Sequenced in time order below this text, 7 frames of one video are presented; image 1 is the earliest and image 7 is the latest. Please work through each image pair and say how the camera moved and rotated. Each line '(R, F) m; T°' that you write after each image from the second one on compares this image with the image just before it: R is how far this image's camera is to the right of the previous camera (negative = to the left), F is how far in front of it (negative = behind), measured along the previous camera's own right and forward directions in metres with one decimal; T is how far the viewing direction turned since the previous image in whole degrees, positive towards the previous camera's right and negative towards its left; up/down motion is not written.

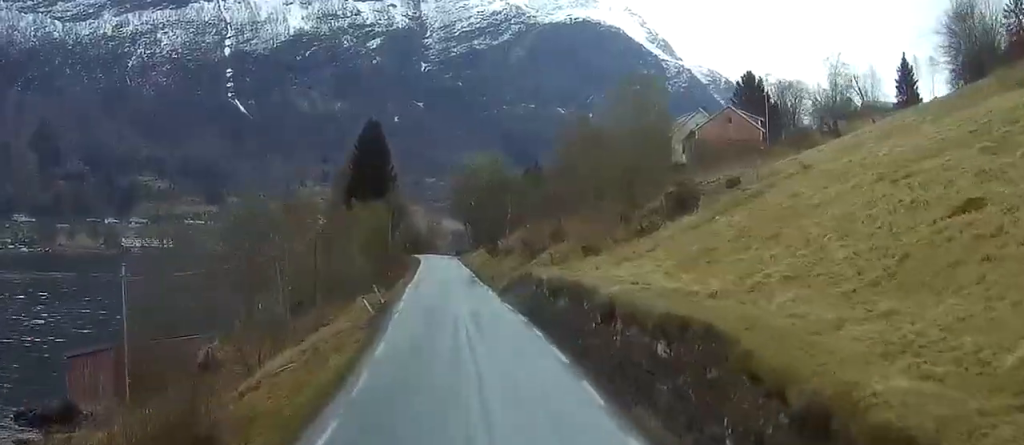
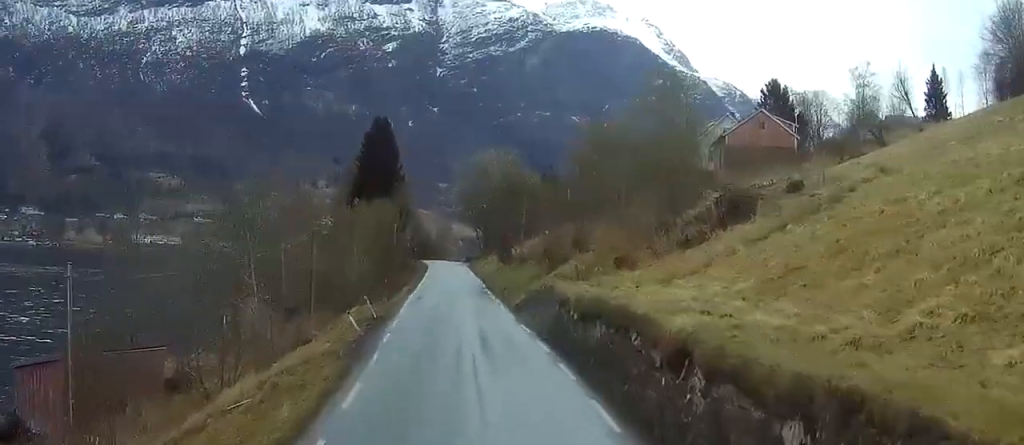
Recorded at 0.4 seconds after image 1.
(-0.1, +7.2) m; 0°
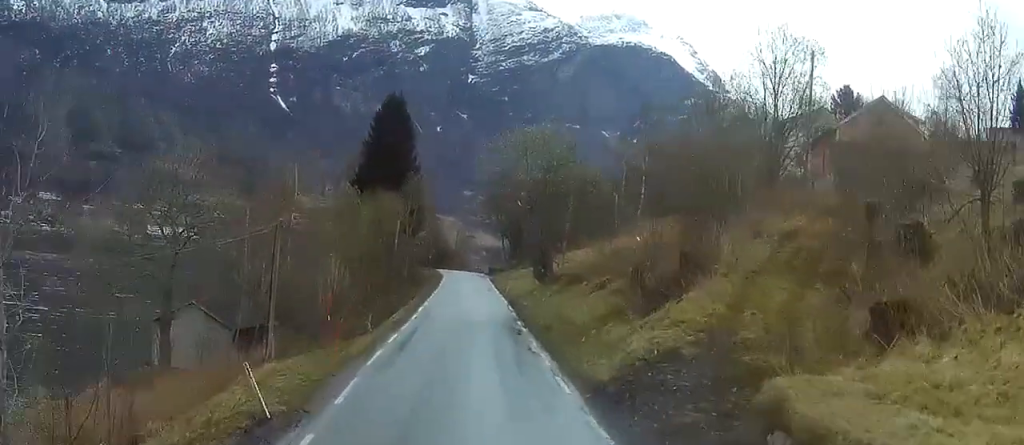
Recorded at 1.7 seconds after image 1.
(-0.1, +23.4) m; 0°
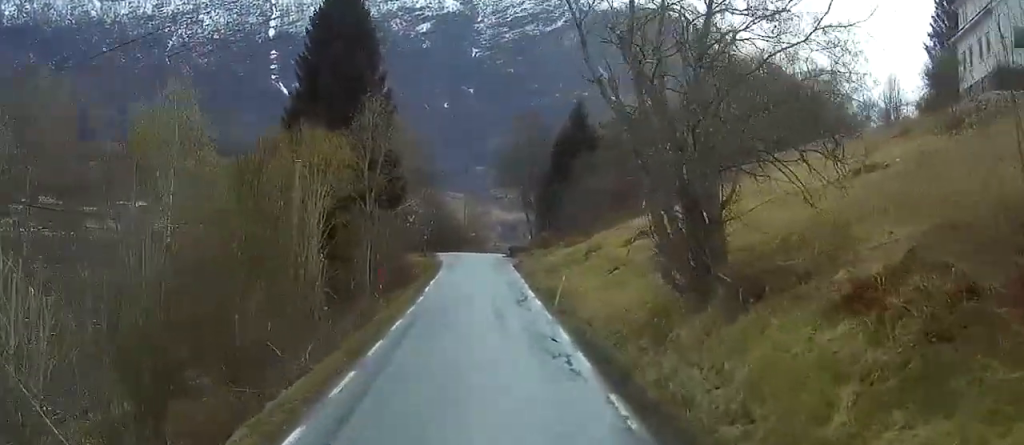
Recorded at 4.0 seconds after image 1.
(-0.2, +40.2) m; 0°
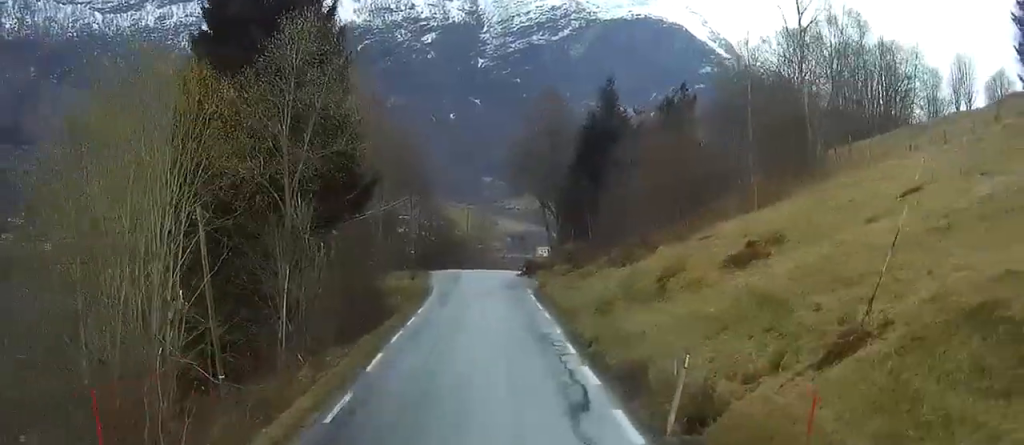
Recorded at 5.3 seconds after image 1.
(0.0, +22.8) m; 0°
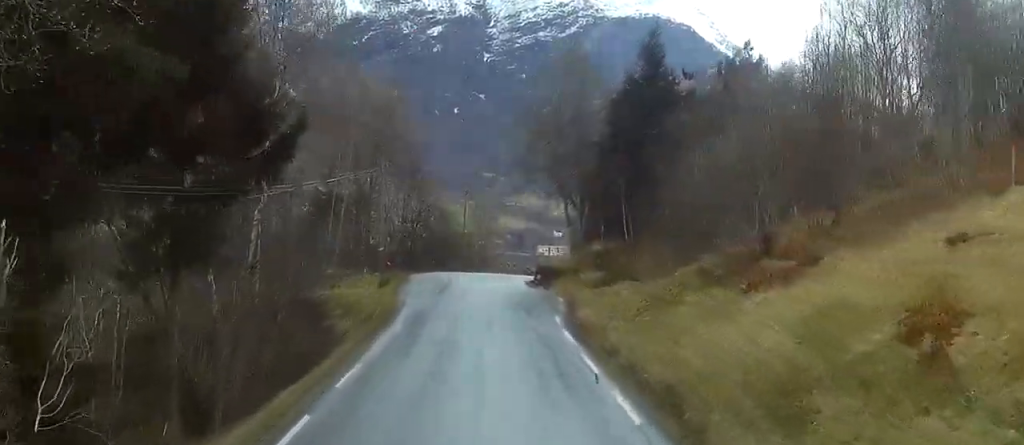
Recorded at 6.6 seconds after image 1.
(0.0, +21.9) m; -1°
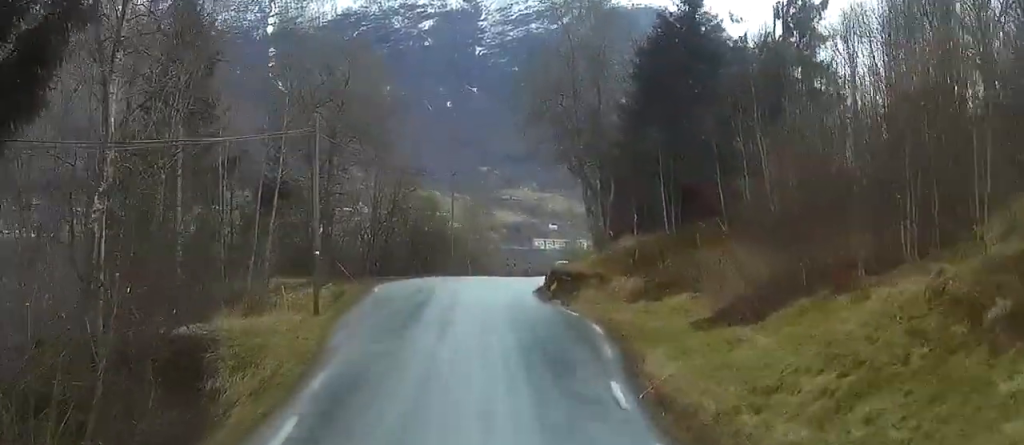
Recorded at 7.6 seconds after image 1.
(-0.3, +17.1) m; -1°
